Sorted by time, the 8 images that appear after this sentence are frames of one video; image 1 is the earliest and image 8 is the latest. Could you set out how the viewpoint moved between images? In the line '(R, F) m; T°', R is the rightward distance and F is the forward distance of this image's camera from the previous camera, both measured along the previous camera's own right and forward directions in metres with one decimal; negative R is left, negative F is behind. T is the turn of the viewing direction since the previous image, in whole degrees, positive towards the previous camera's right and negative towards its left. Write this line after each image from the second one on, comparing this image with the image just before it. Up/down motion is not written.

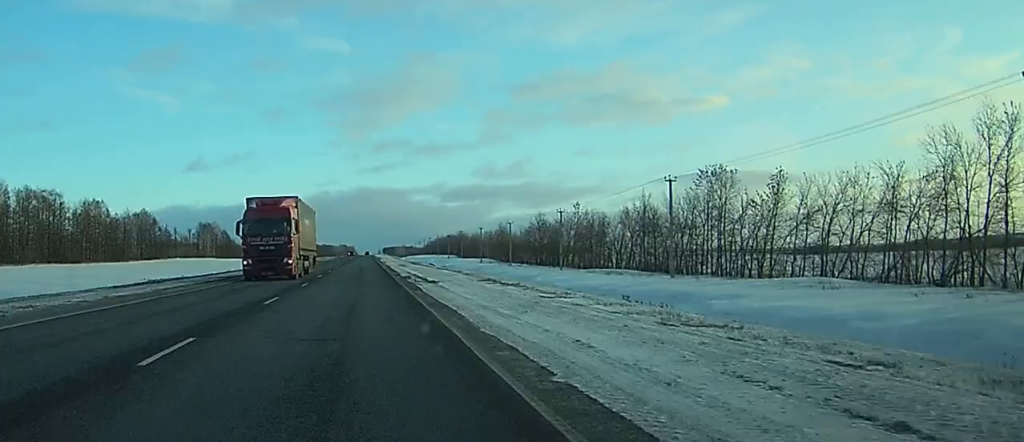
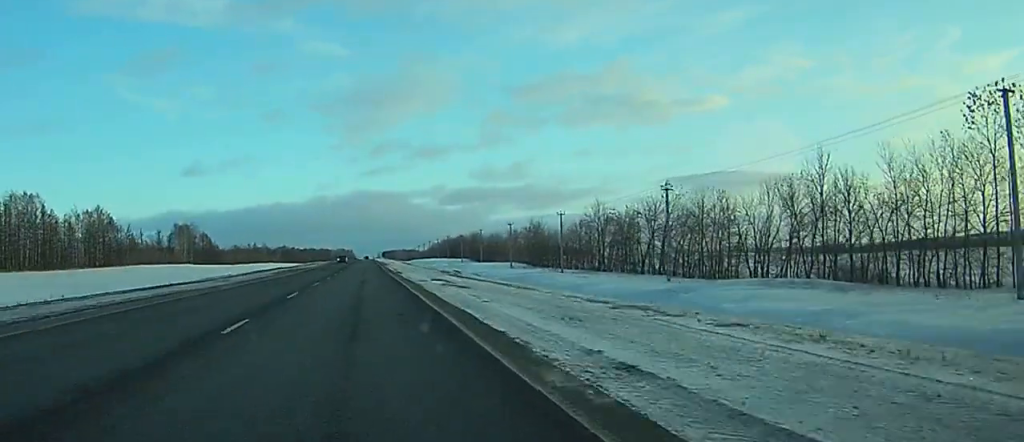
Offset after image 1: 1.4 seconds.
(-0.1, +43.2) m; 0°
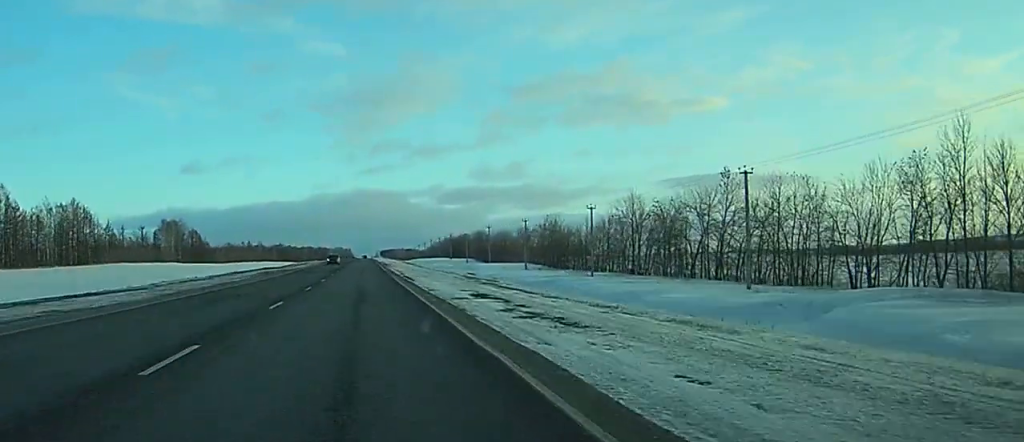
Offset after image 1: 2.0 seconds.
(0.0, +17.2) m; 0°
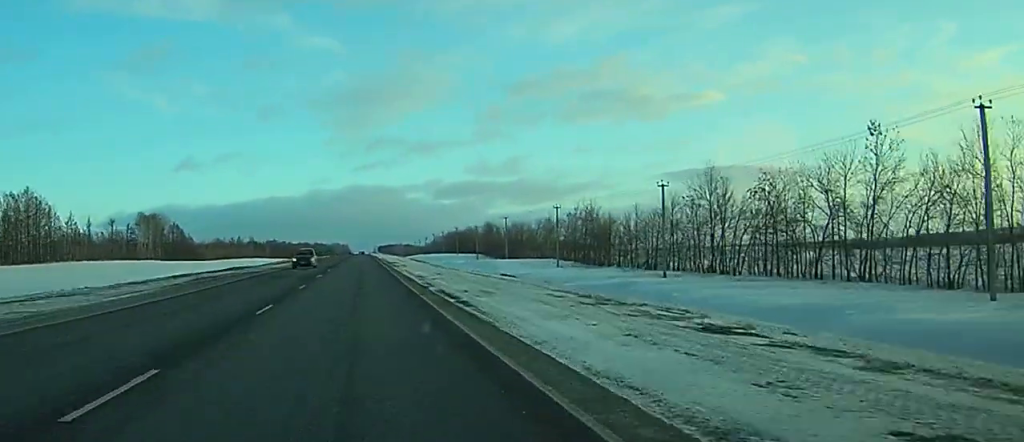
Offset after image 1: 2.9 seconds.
(0.0, +26.4) m; 0°
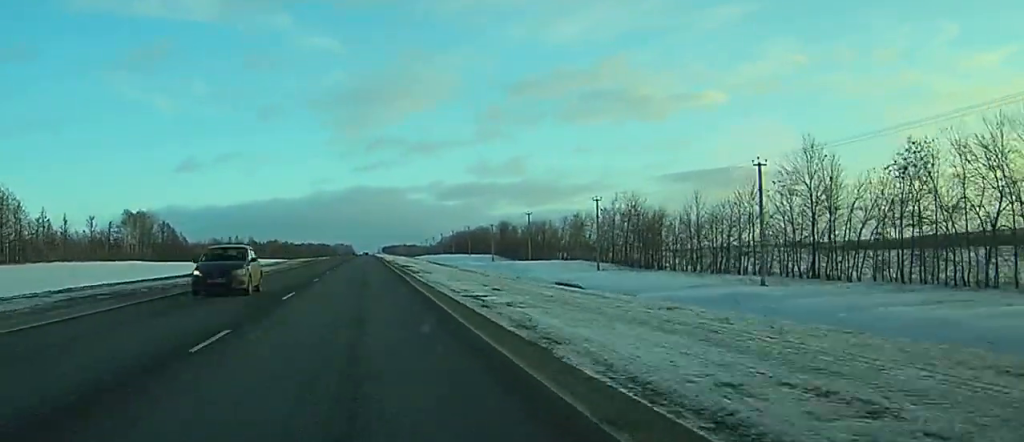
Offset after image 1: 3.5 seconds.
(0.0, +19.4) m; 0°
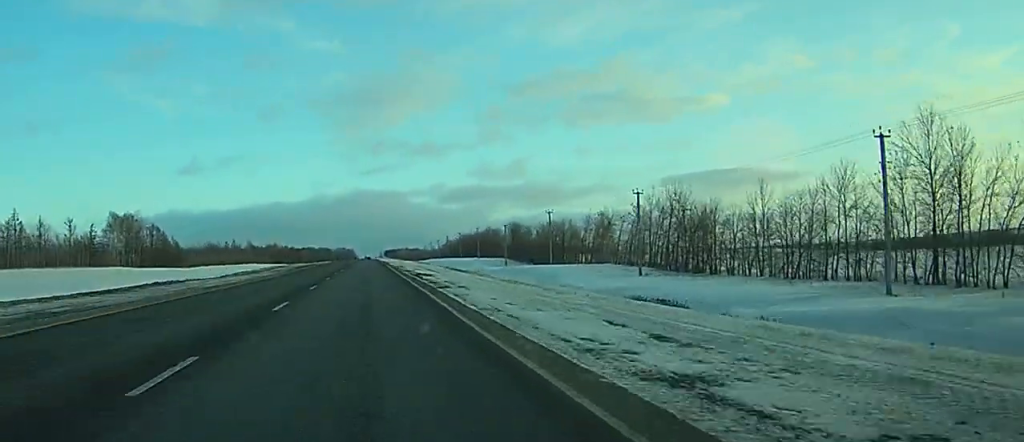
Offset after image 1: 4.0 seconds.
(0.0, +15.3) m; 0°
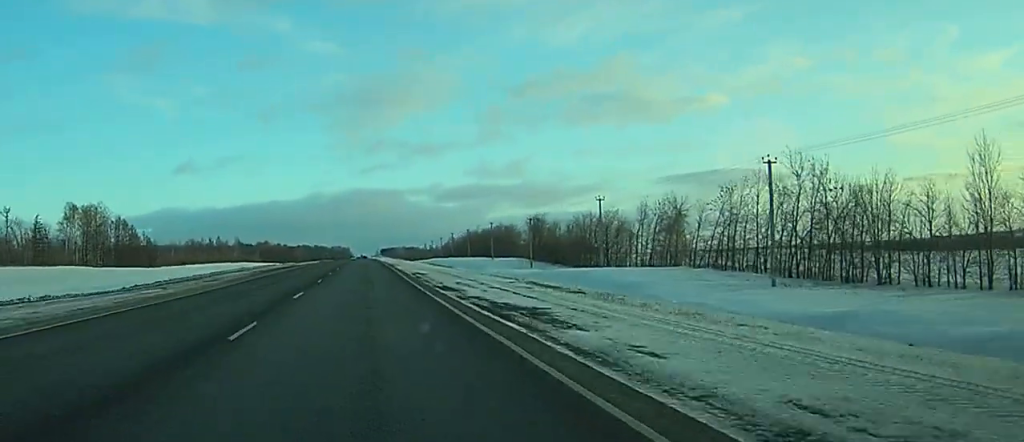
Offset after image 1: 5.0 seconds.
(-0.1, +30.8) m; 0°
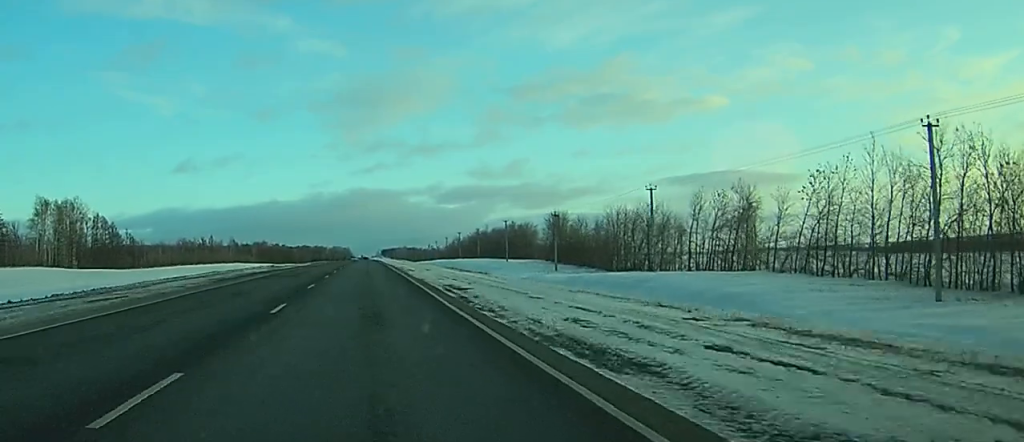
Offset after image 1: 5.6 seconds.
(0.0, +18.5) m; 0°
